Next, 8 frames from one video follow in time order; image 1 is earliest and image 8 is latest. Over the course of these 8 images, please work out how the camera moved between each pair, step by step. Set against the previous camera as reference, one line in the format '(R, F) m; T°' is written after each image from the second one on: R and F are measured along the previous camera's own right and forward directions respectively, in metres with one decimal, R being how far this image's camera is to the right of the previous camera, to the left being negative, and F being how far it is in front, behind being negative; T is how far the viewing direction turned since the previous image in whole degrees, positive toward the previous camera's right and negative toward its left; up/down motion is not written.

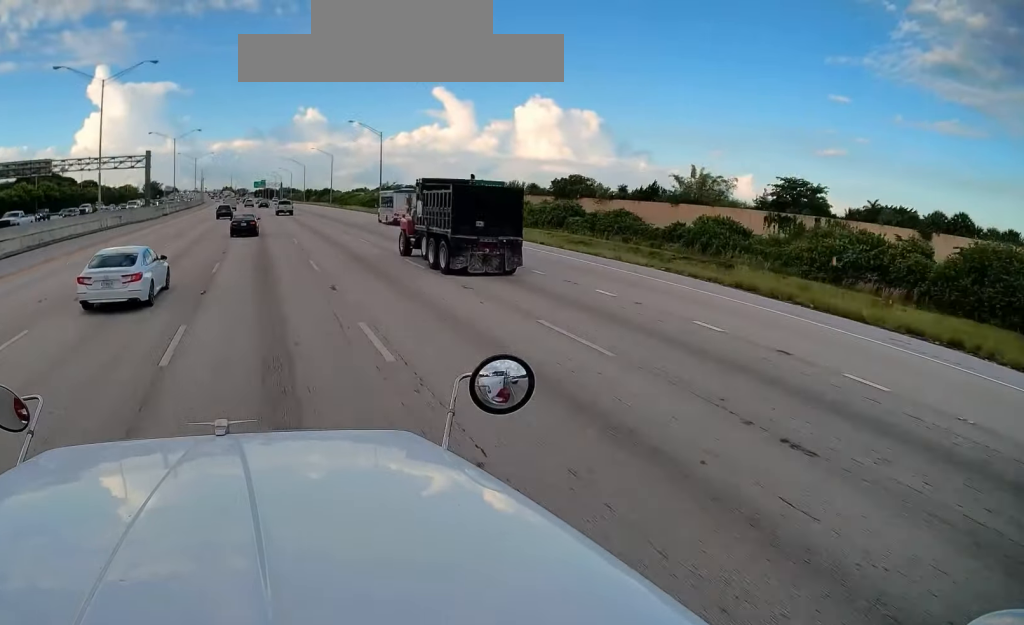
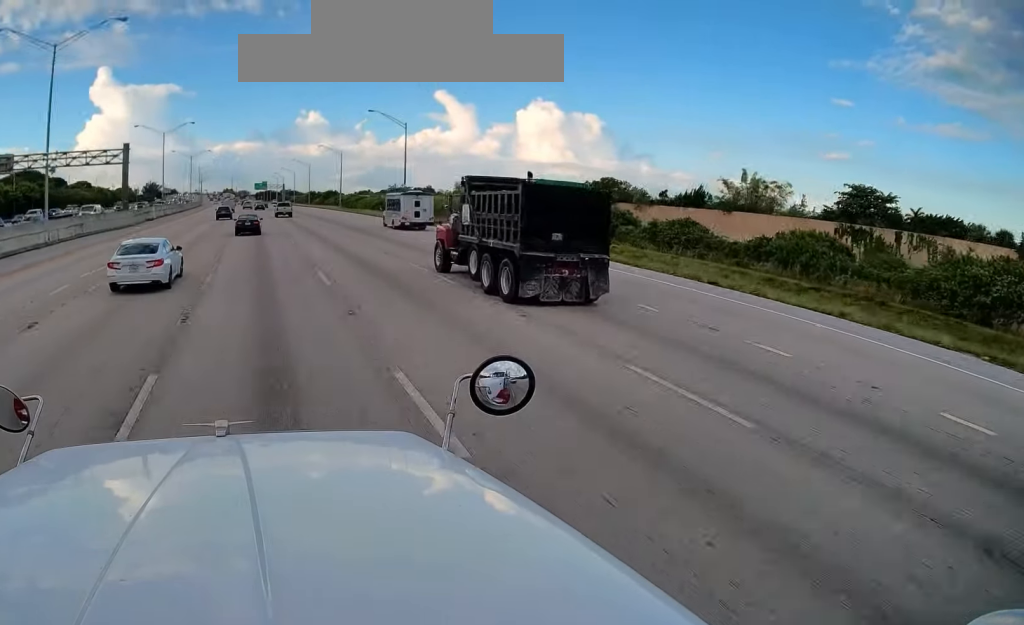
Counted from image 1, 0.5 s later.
(-0.1, +17.5) m; 0°
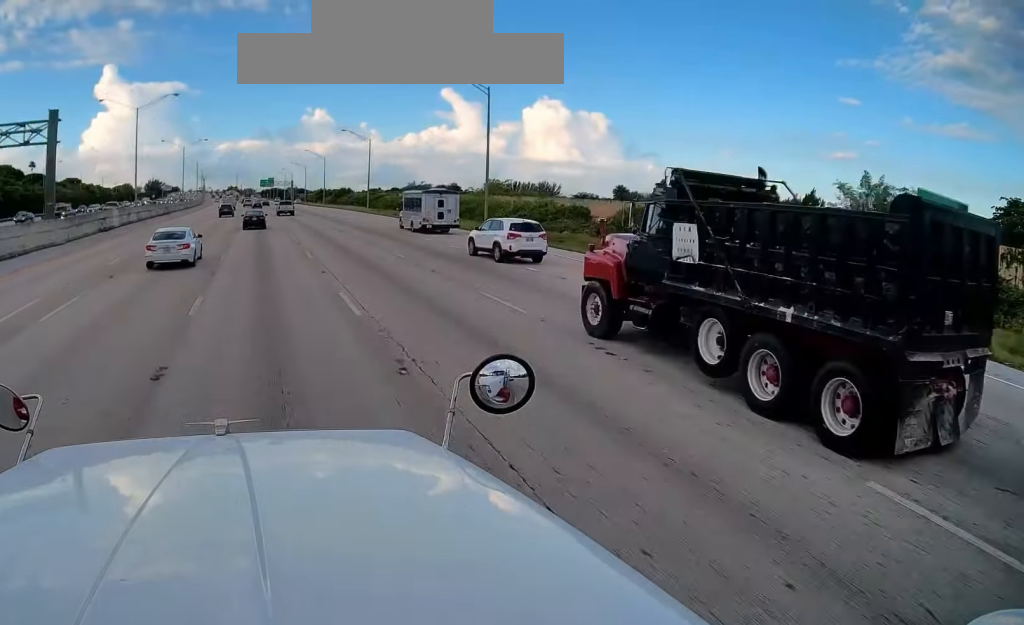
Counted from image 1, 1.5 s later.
(-0.2, +30.4) m; 0°
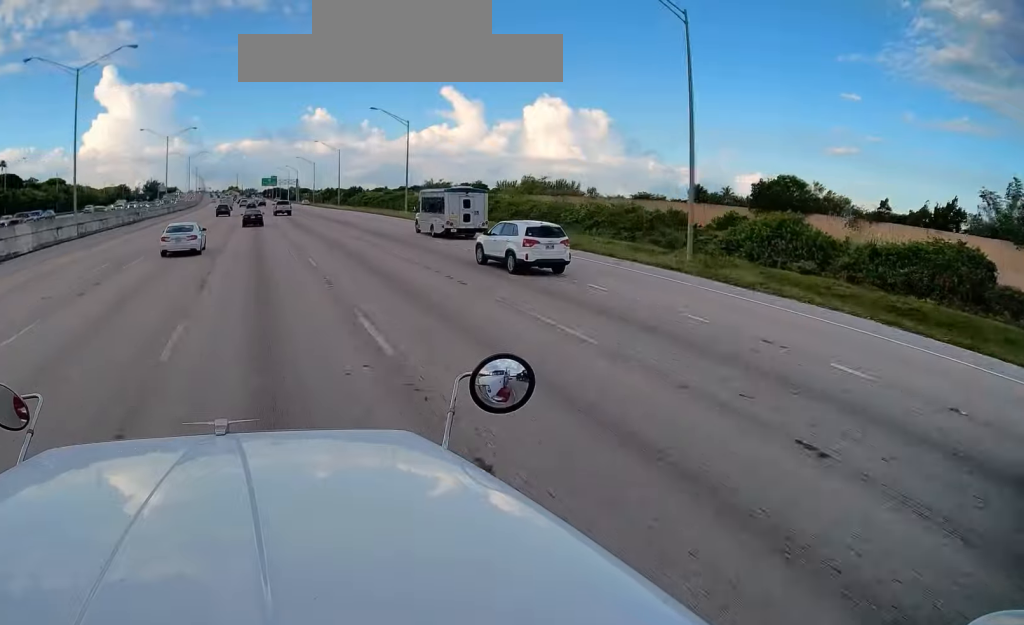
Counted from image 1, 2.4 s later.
(0.0, +30.9) m; -1°
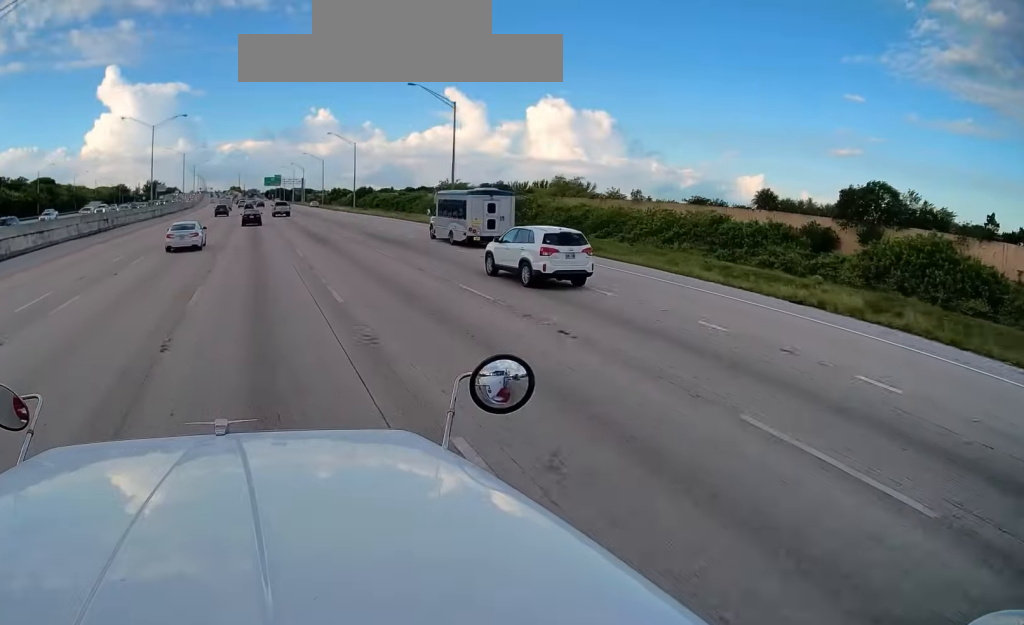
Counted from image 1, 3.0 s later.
(0.0, +18.9) m; 0°
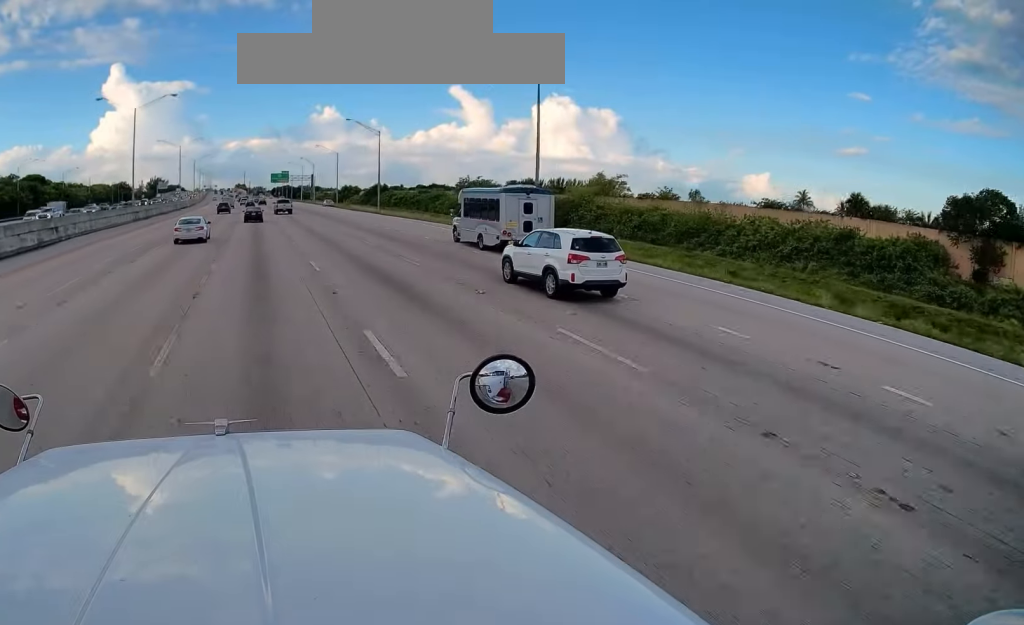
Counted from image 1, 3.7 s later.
(-0.2, +19.7) m; 0°
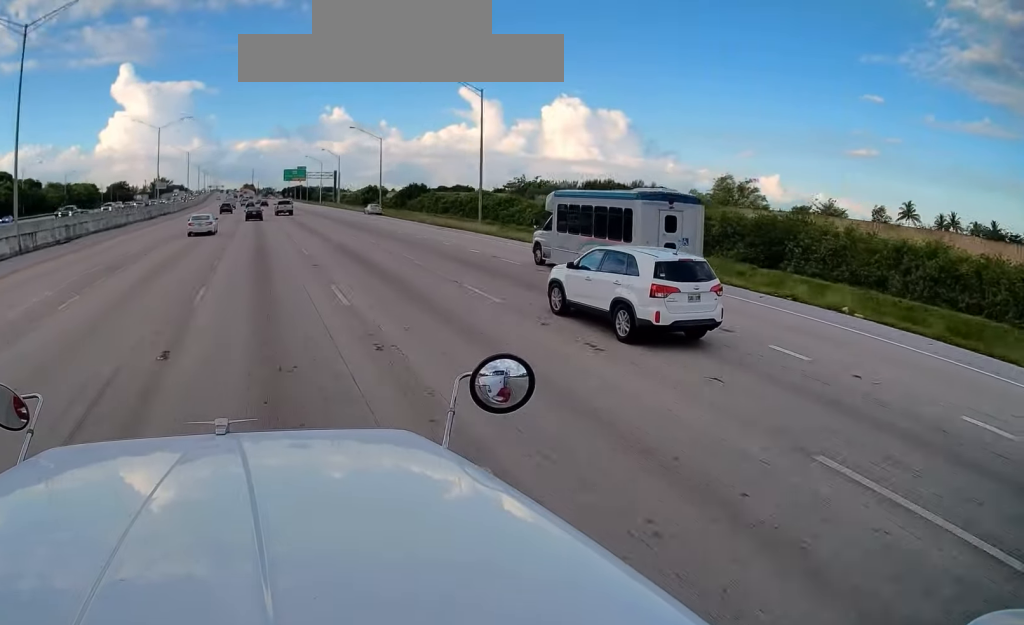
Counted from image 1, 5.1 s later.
(-0.1, +44.2) m; 0°
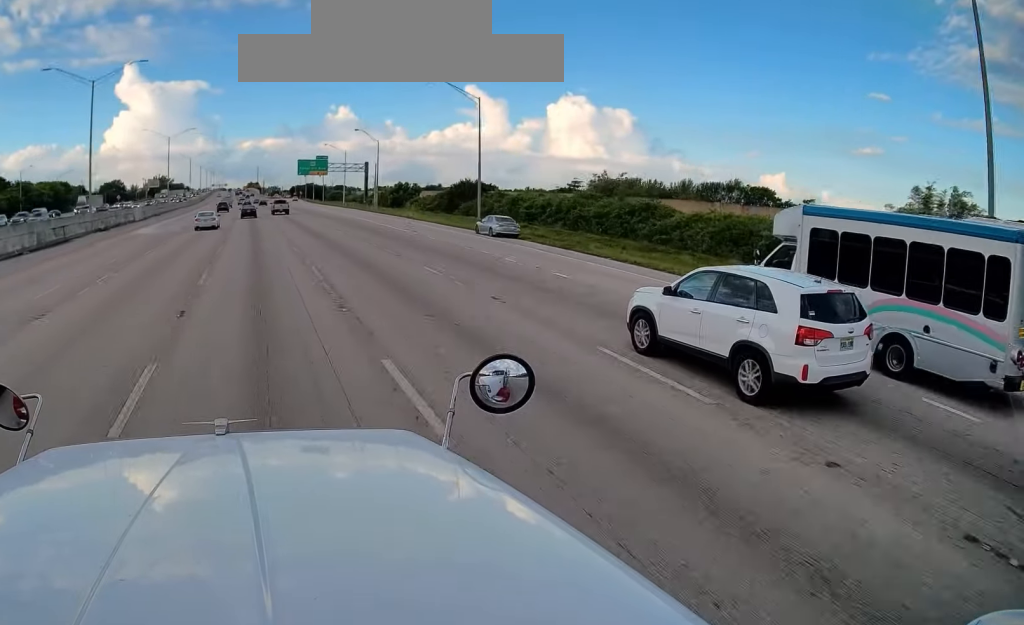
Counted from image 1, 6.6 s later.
(0.0, +46.7) m; -1°
